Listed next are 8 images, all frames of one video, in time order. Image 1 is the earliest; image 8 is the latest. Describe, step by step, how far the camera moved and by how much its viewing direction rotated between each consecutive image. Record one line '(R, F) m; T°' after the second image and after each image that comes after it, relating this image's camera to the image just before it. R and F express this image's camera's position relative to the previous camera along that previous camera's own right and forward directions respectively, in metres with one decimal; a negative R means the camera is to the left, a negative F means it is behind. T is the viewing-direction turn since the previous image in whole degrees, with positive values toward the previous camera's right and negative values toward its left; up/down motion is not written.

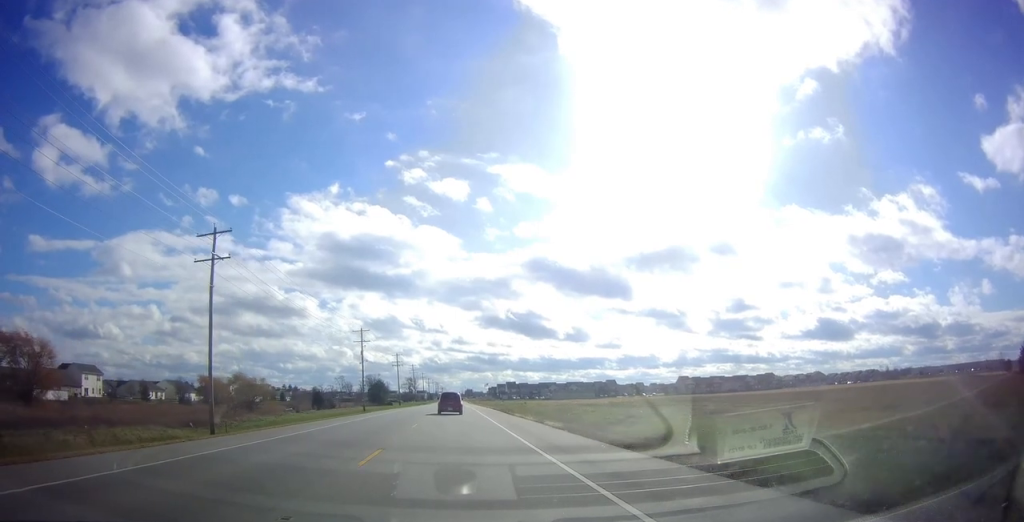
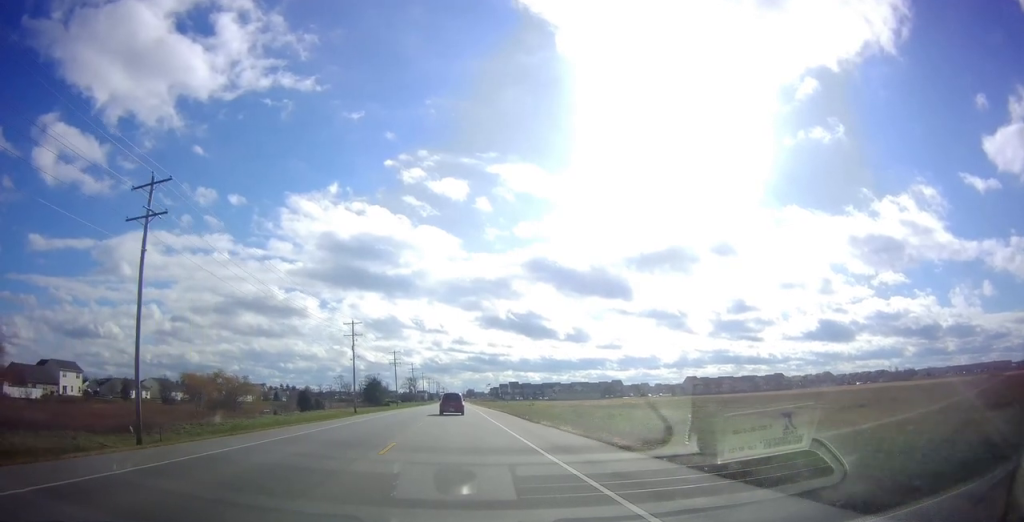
(-0.2, +9.6) m; -1°
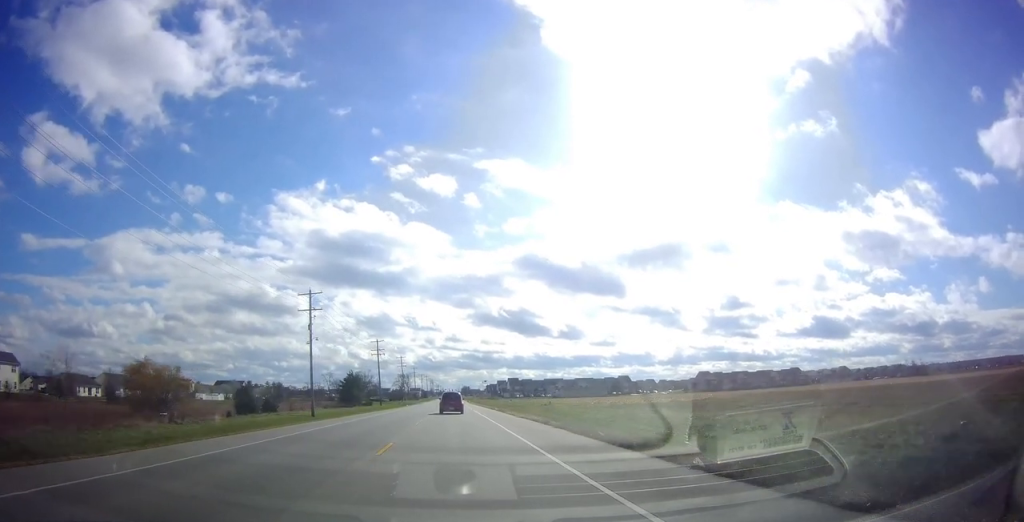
(0.0, +25.4) m; +1°
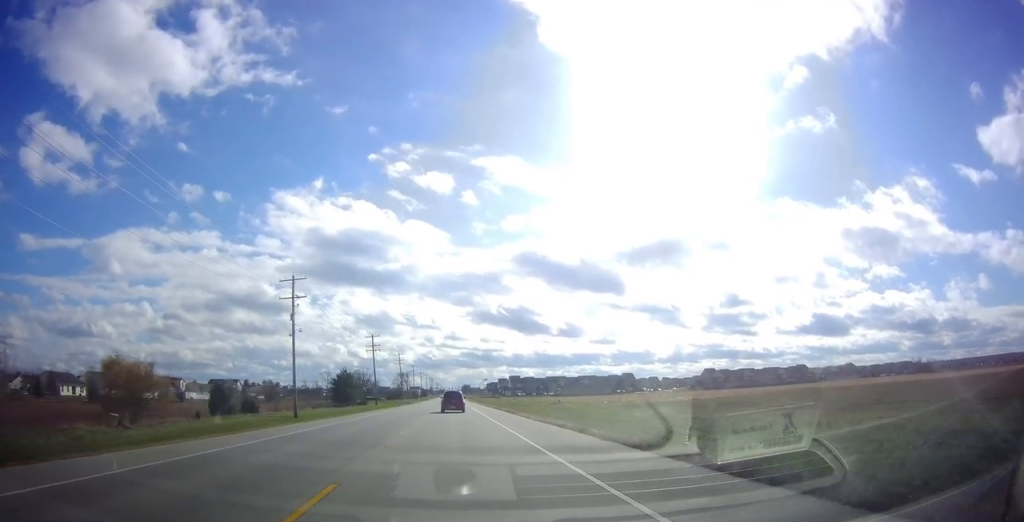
(+0.2, +7.6) m; 0°
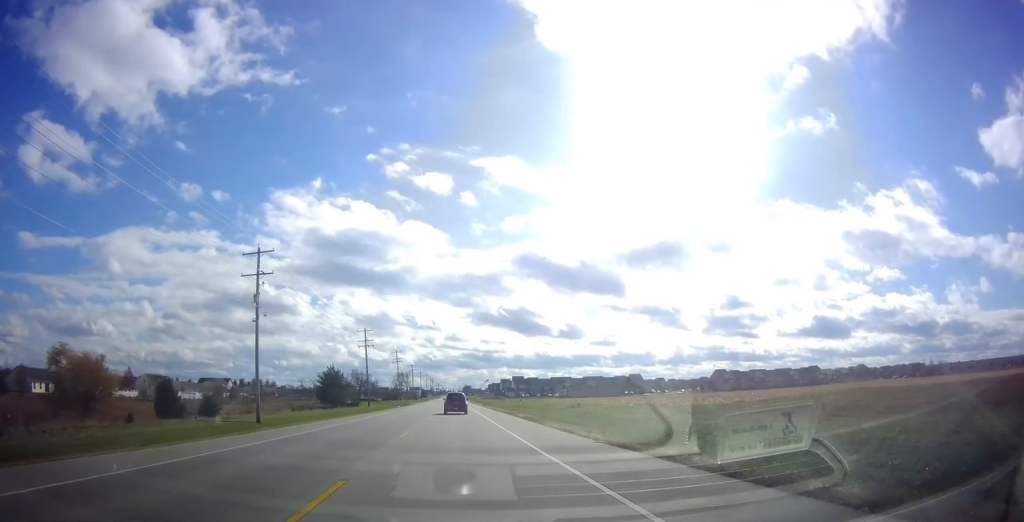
(+0.1, +12.1) m; 0°
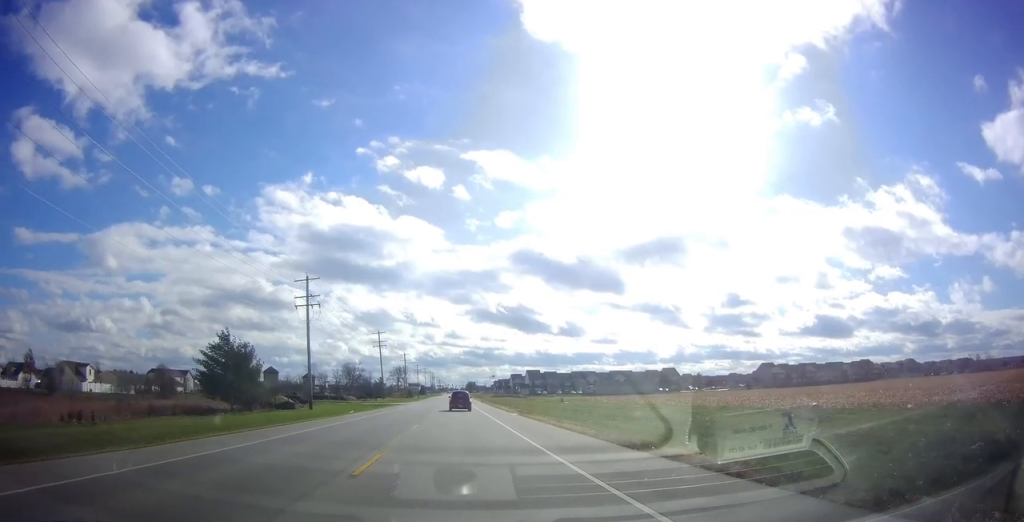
(+0.5, +47.2) m; +1°
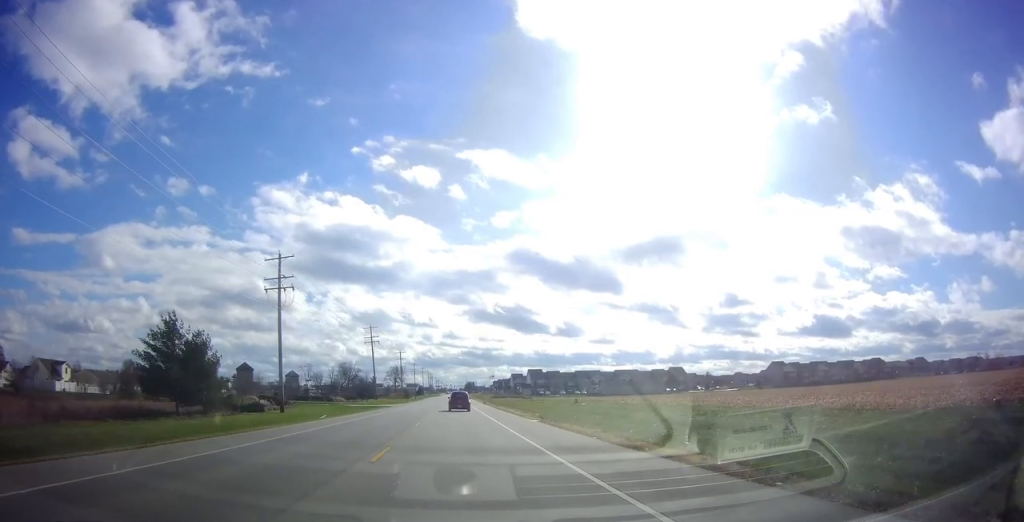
(0.0, +10.3) m; 0°
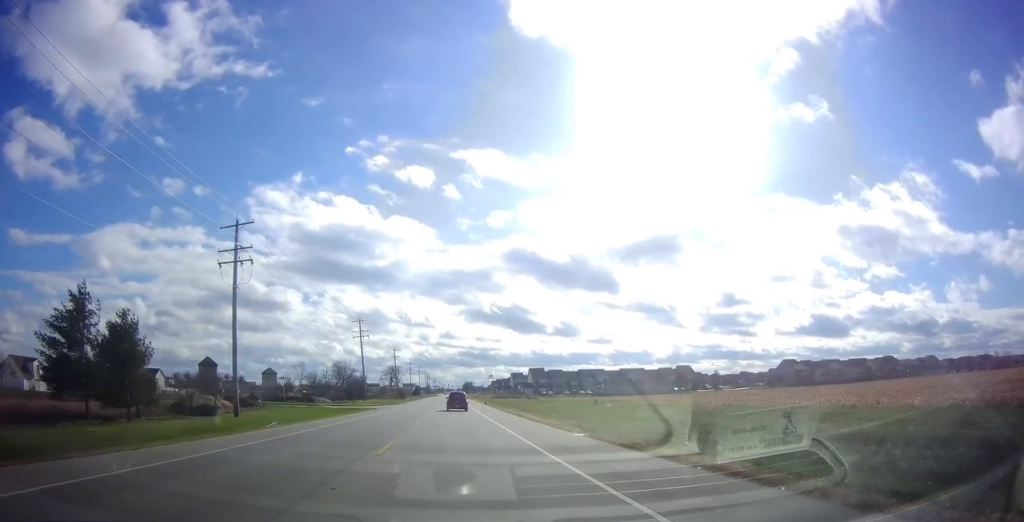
(0.0, +11.8) m; 0°
